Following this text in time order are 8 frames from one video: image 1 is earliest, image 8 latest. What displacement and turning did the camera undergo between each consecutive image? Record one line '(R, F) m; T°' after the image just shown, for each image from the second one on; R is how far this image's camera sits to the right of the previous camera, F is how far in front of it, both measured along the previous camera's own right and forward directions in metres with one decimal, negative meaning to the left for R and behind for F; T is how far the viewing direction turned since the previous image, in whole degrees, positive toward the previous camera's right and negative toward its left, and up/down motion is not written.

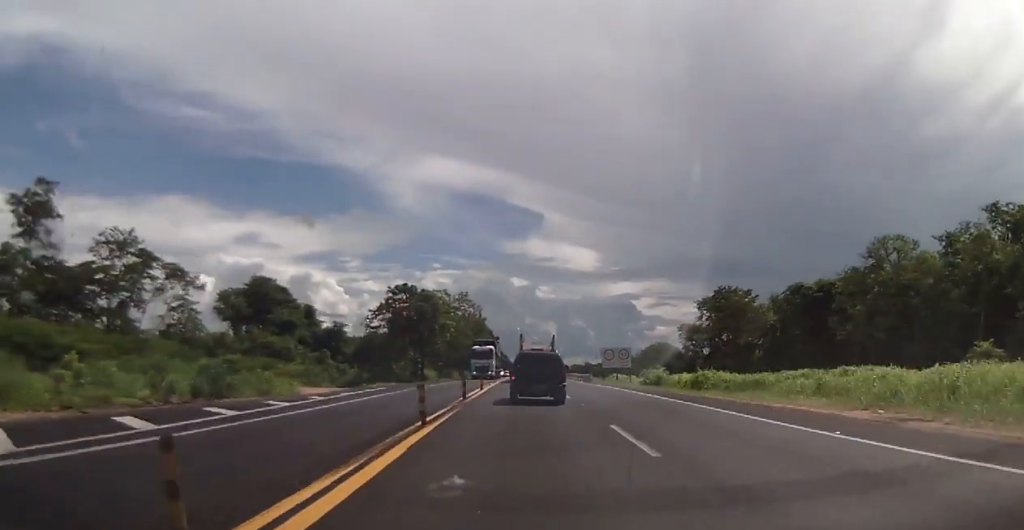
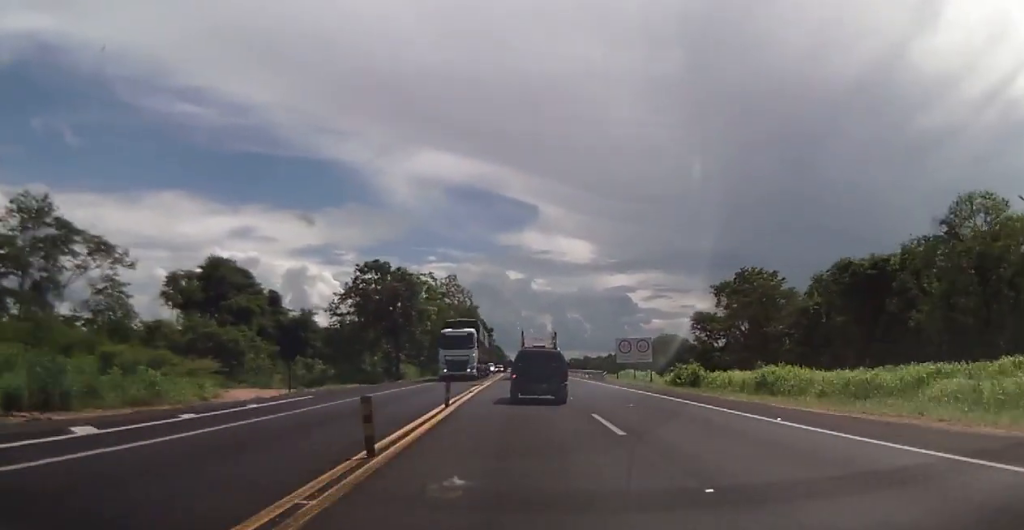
(-0.2, +14.2) m; -1°
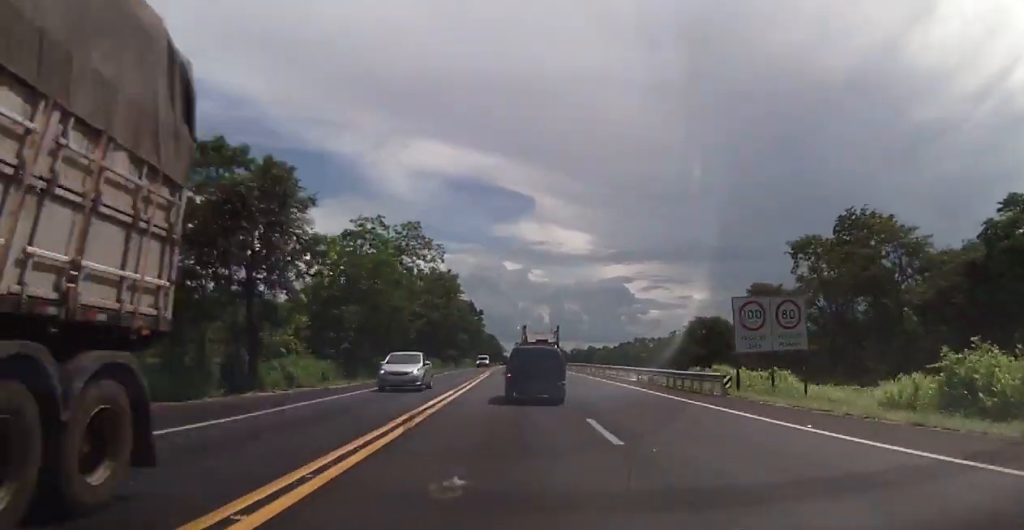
(-0.1, +34.9) m; 0°
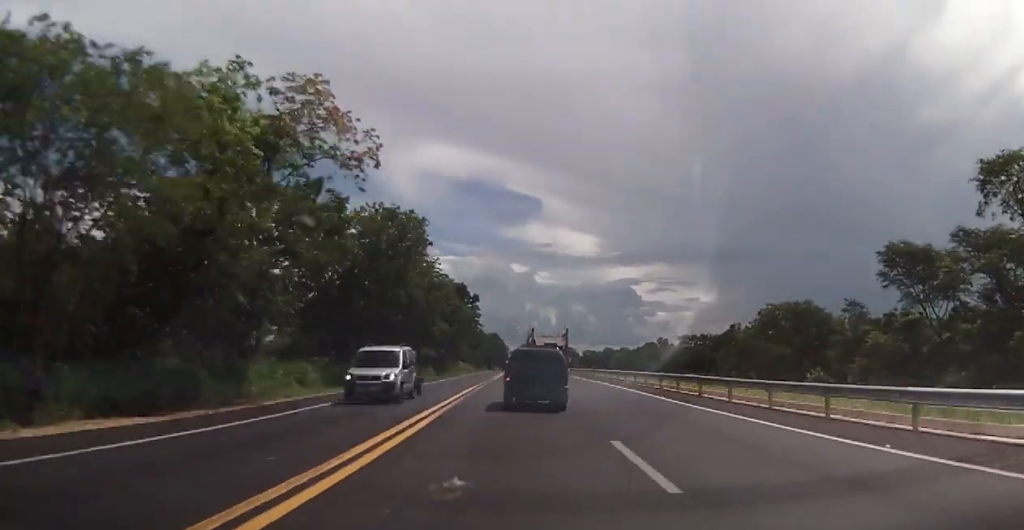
(0.0, +36.1) m; 0°
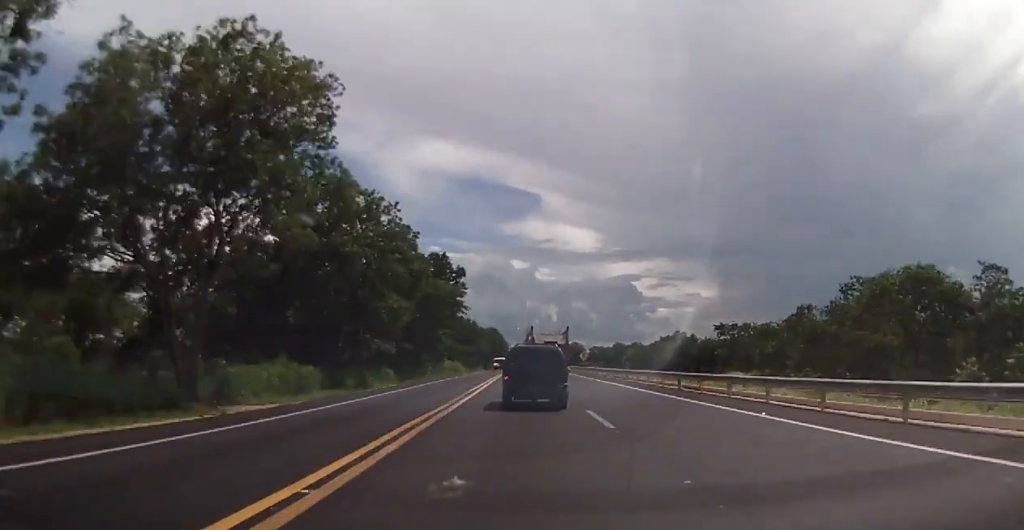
(0.0, +27.0) m; 0°
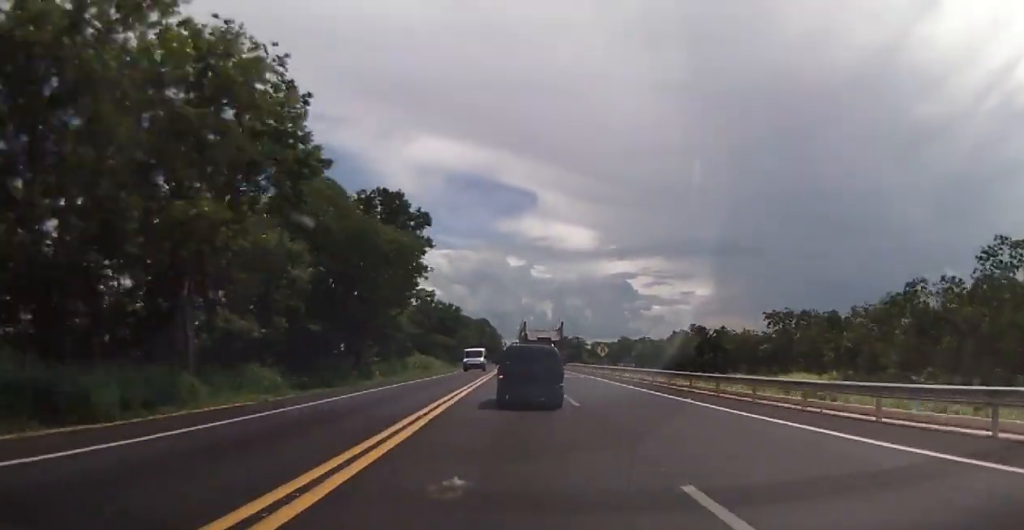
(+0.1, +26.7) m; 0°
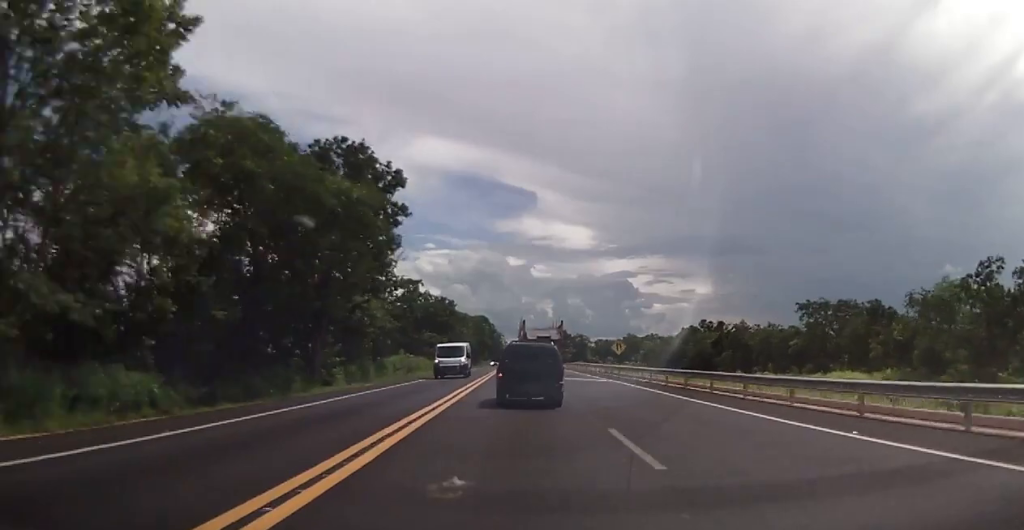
(0.0, +11.1) m; 0°
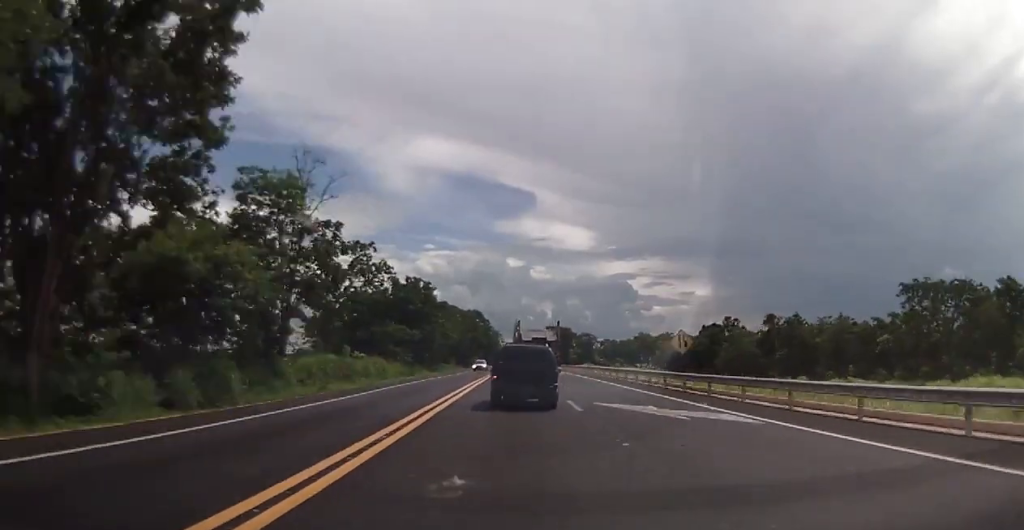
(0.0, +23.9) m; 0°
